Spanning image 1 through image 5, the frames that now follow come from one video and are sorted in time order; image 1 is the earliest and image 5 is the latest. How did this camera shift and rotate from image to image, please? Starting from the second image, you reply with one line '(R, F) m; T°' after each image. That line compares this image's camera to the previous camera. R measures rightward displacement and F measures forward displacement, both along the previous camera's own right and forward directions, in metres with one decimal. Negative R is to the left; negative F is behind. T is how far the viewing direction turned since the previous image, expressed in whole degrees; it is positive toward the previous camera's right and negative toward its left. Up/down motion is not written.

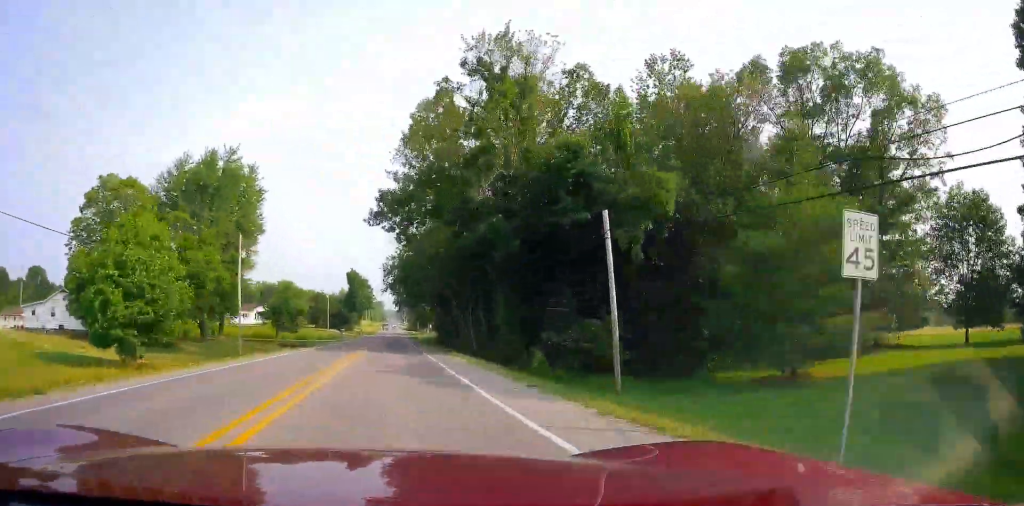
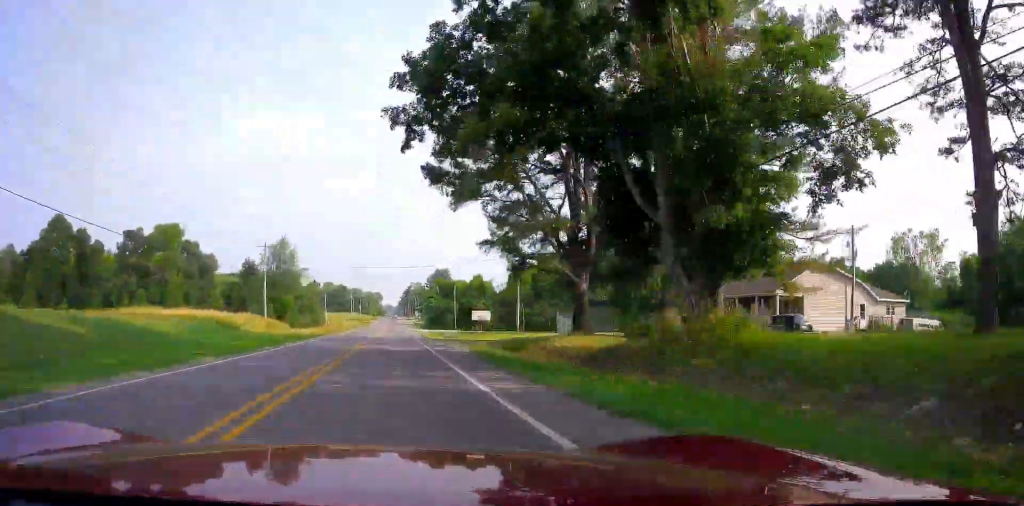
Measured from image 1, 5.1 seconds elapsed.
(-12.6, +144.9) m; +2°
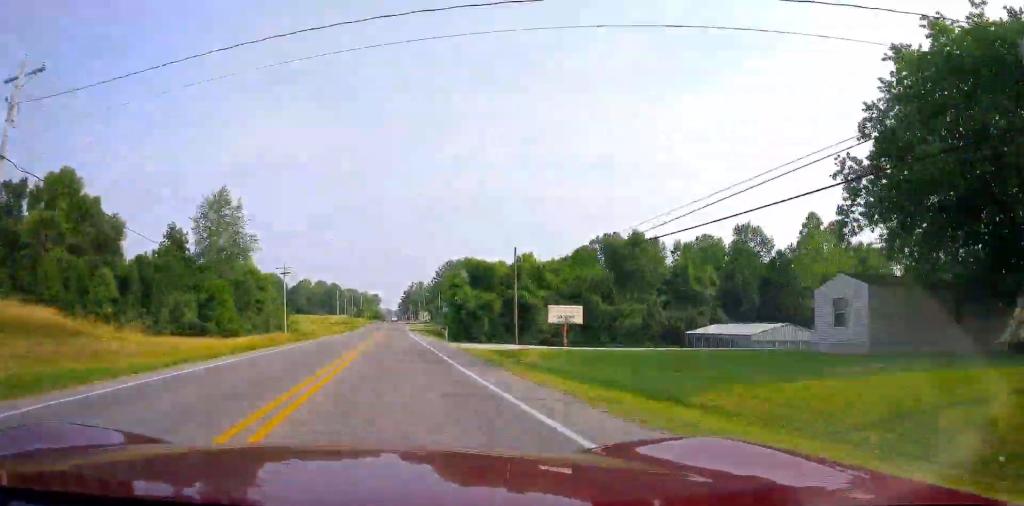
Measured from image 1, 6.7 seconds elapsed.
(-1.3, +49.9) m; -2°
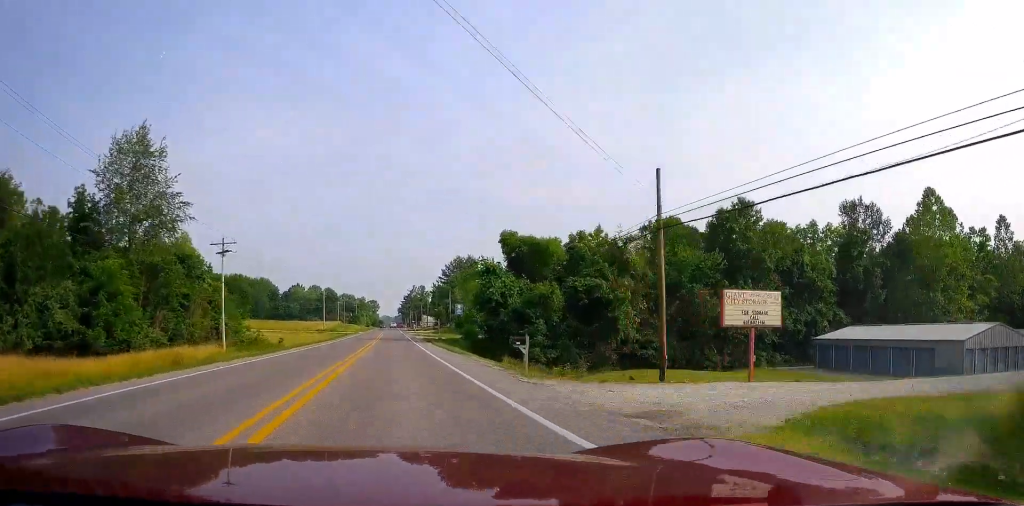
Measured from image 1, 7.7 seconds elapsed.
(-0.3, +28.7) m; 0°
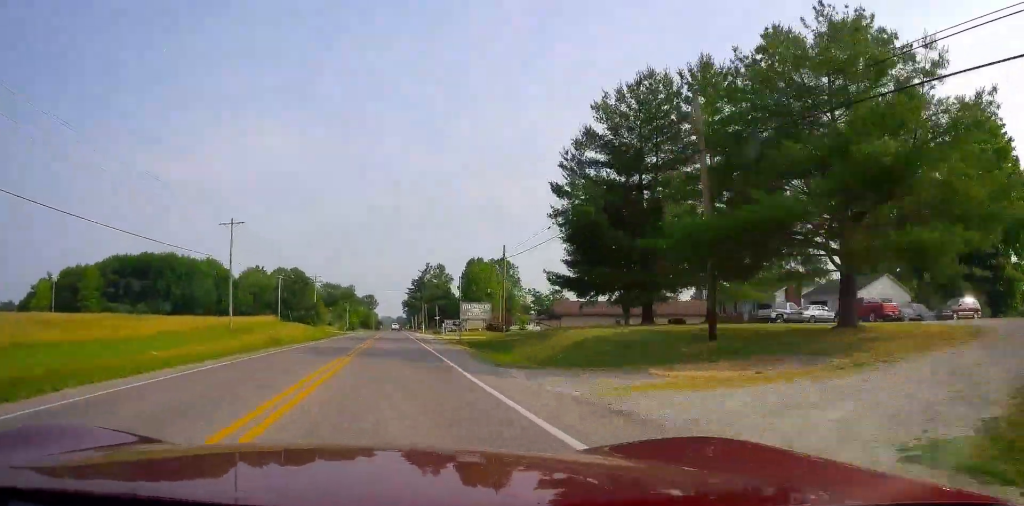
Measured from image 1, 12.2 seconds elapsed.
(0.0, +121.8) m; 0°
